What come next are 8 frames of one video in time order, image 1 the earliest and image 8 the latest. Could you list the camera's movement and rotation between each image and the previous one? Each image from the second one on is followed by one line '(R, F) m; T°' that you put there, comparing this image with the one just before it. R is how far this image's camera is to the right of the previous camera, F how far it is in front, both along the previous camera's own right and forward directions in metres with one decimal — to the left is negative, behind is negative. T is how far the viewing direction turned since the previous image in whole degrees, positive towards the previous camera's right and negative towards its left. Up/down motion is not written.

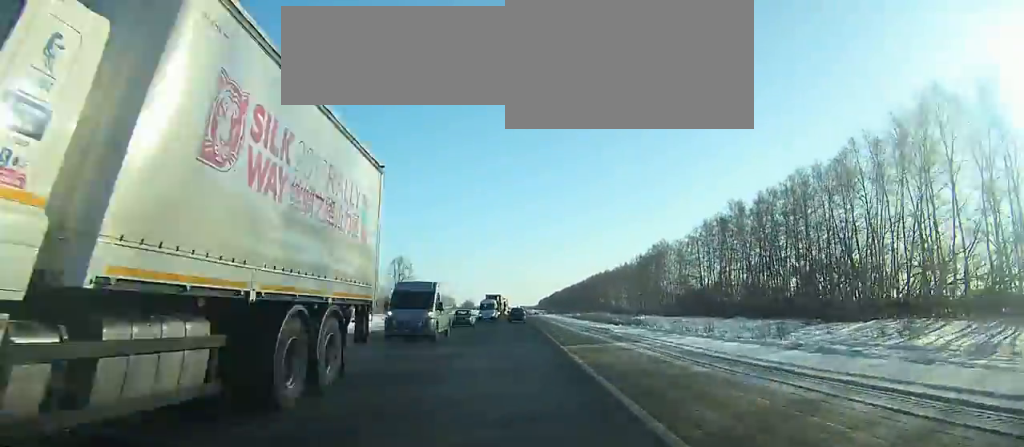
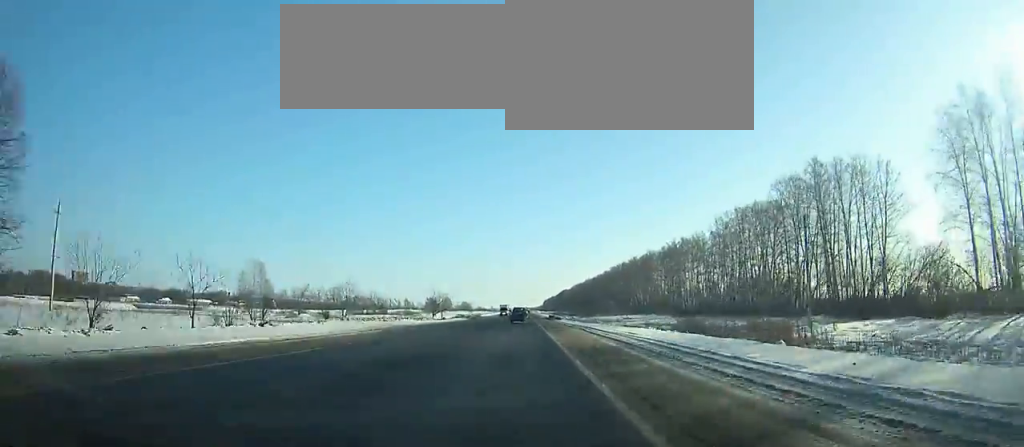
(+0.2, +107.5) m; 0°
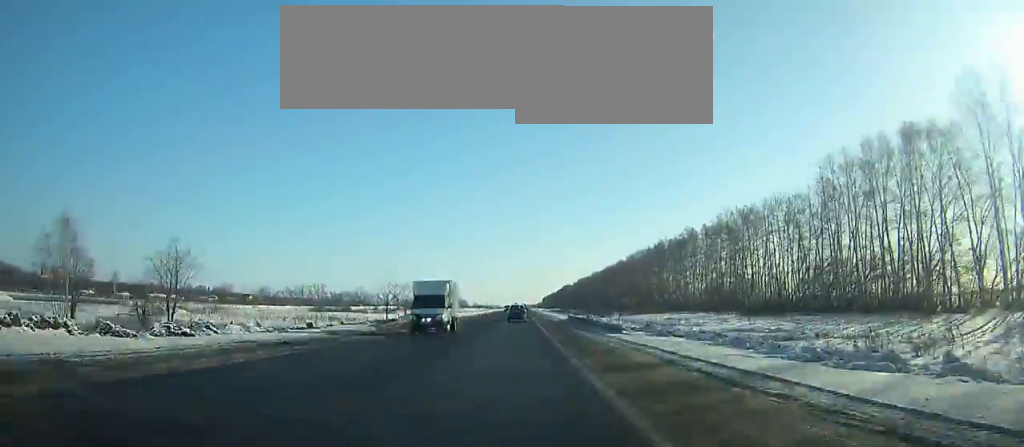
(0.0, +55.2) m; 0°
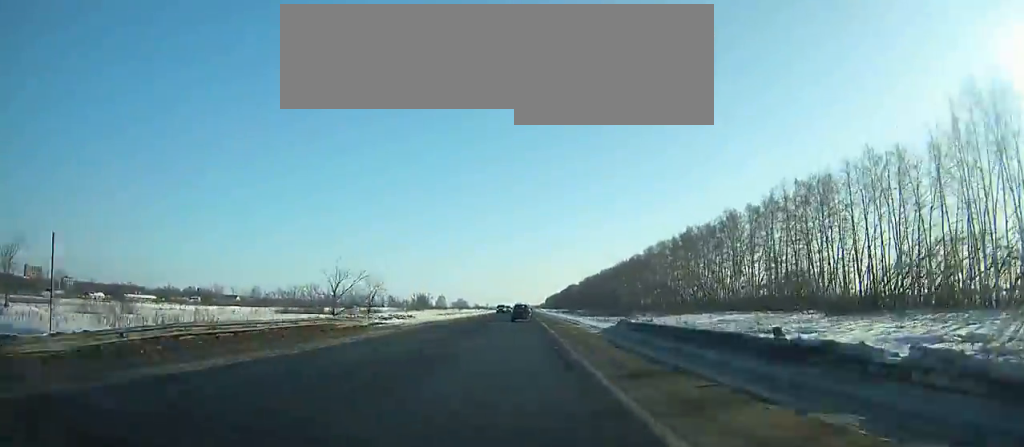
(0.0, +33.6) m; 0°
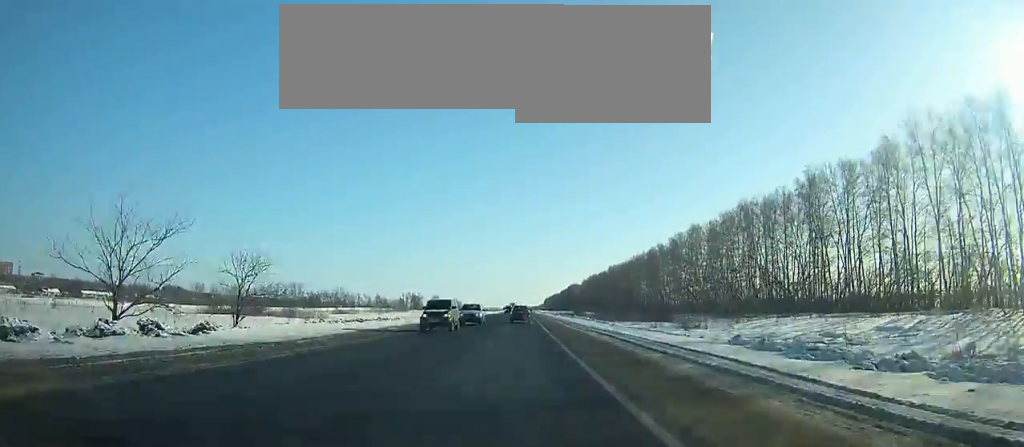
(0.0, +45.7) m; 0°
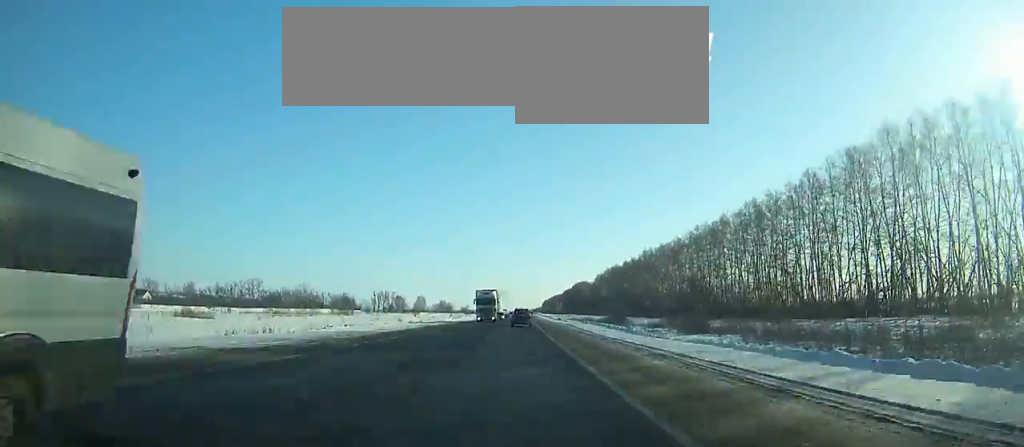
(0.0, +99.0) m; 0°
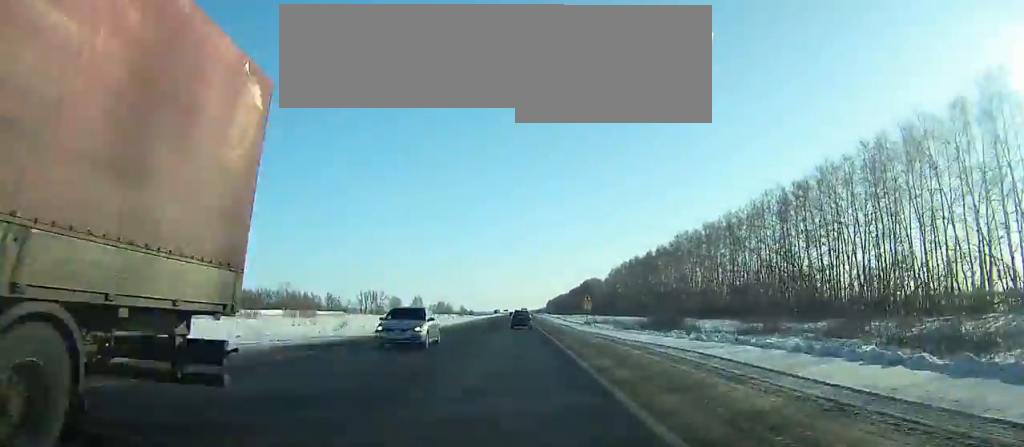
(+0.1, +46.2) m; 0°
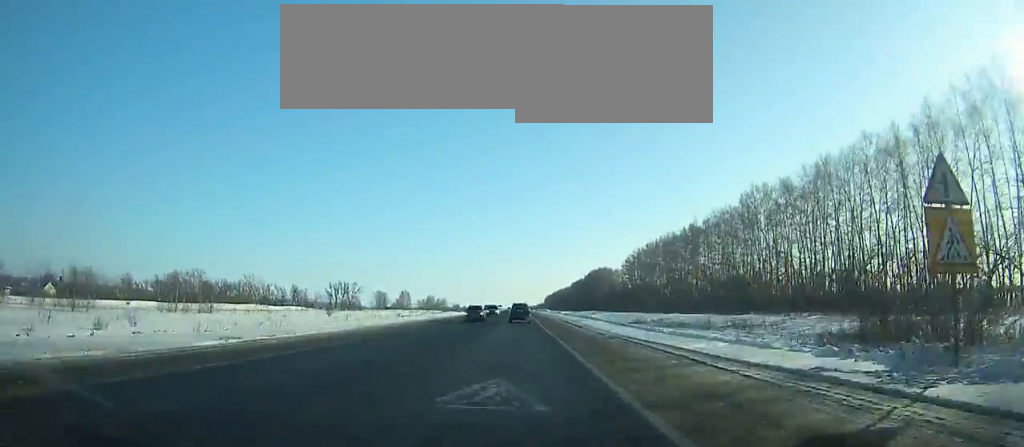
(0.0, +60.8) m; 0°
